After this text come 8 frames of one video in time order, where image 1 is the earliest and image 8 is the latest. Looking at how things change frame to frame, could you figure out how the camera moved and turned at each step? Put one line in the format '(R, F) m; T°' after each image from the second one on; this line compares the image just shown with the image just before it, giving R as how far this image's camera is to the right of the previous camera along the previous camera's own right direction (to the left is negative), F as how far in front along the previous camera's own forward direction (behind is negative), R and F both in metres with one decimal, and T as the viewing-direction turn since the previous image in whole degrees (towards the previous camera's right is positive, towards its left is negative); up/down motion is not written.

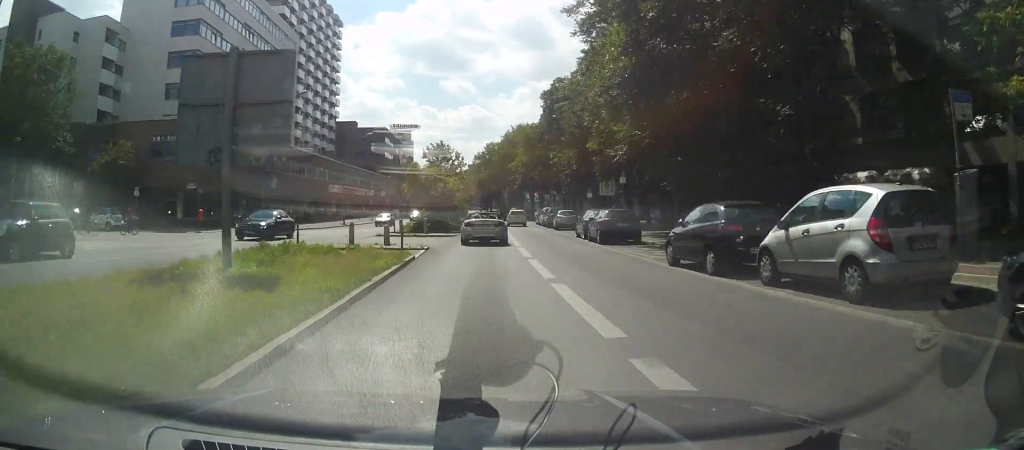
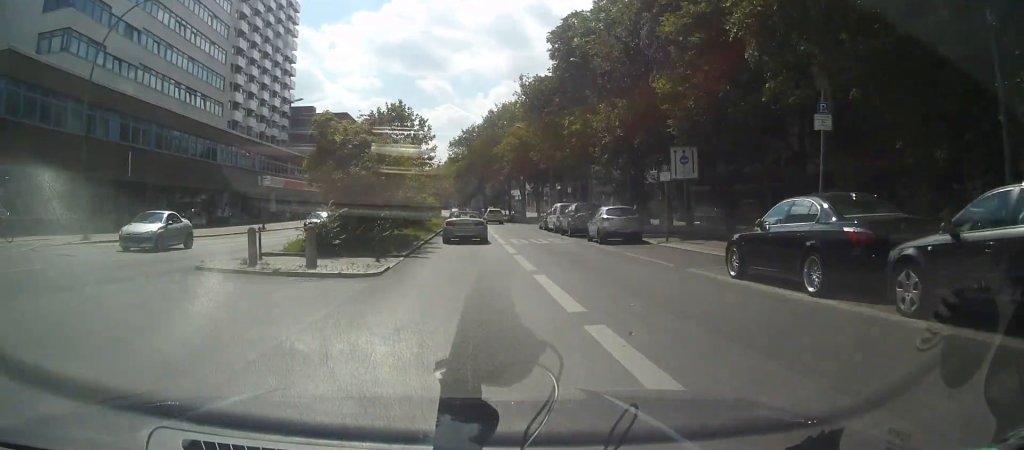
(+0.5, +22.4) m; +1°
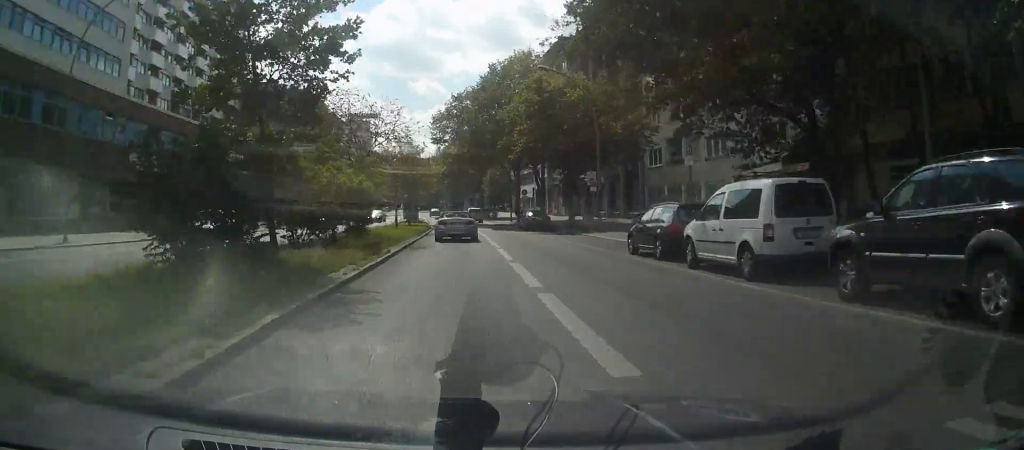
(+0.1, +27.0) m; +1°
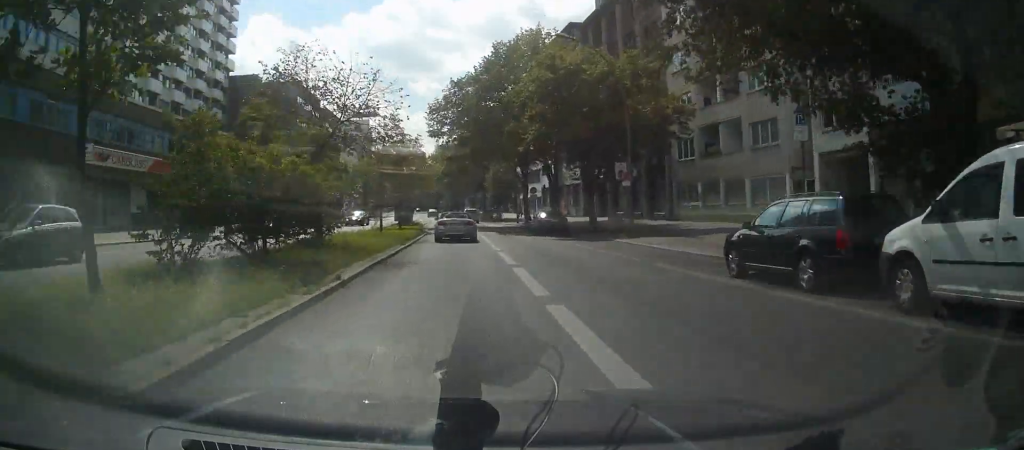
(0.0, +7.2) m; 0°
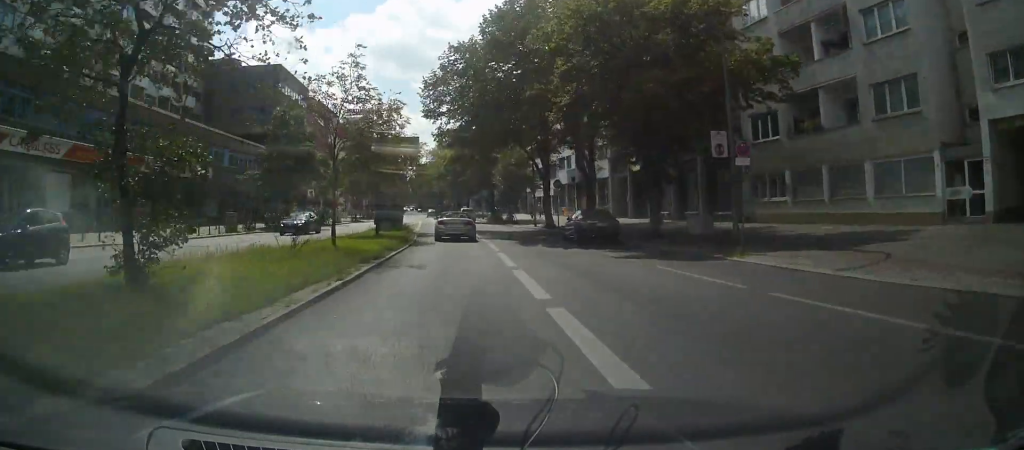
(0.0, +11.9) m; 0°
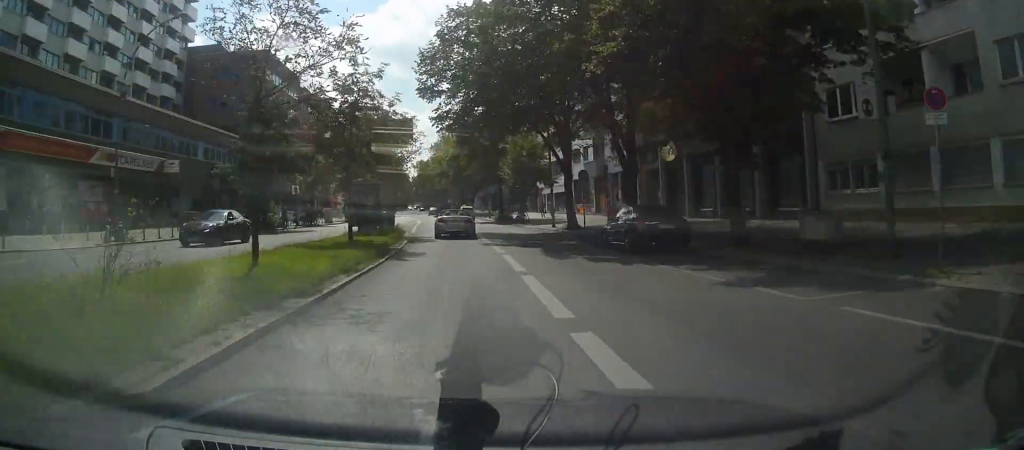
(0.0, +7.6) m; +1°
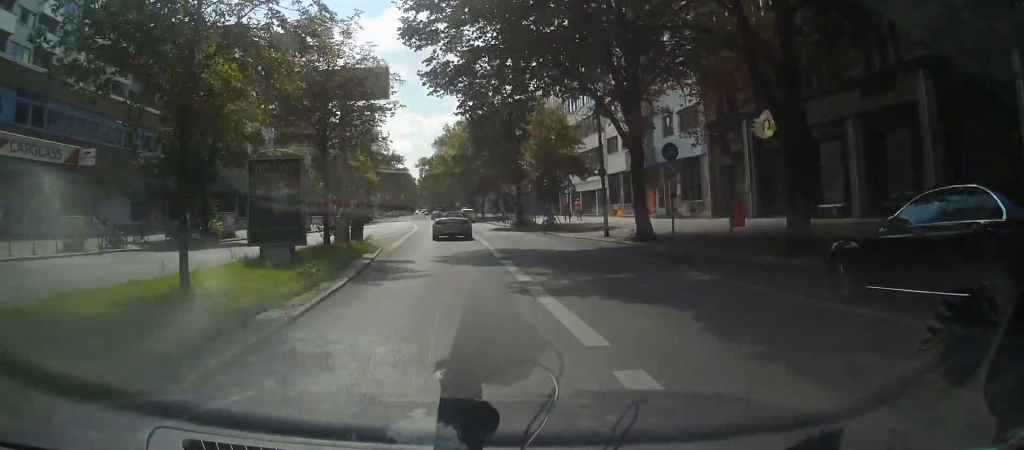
(+0.2, +13.3) m; 0°
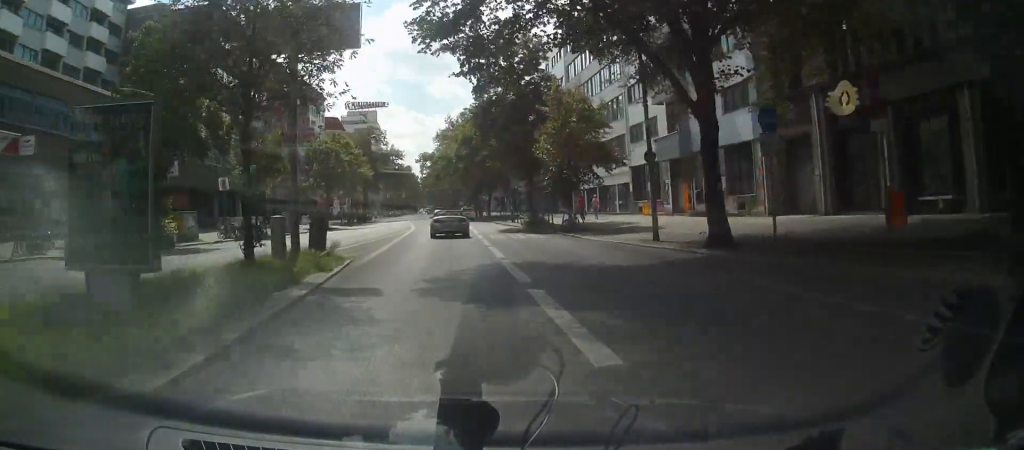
(+0.1, +6.6) m; 0°
